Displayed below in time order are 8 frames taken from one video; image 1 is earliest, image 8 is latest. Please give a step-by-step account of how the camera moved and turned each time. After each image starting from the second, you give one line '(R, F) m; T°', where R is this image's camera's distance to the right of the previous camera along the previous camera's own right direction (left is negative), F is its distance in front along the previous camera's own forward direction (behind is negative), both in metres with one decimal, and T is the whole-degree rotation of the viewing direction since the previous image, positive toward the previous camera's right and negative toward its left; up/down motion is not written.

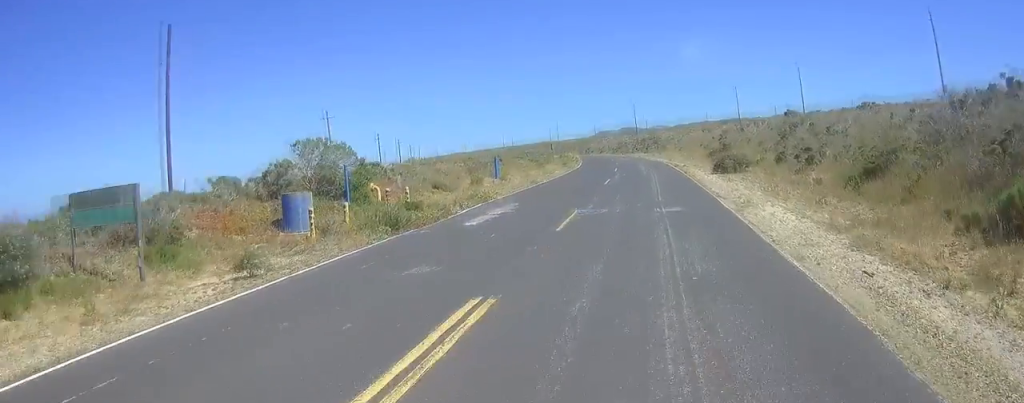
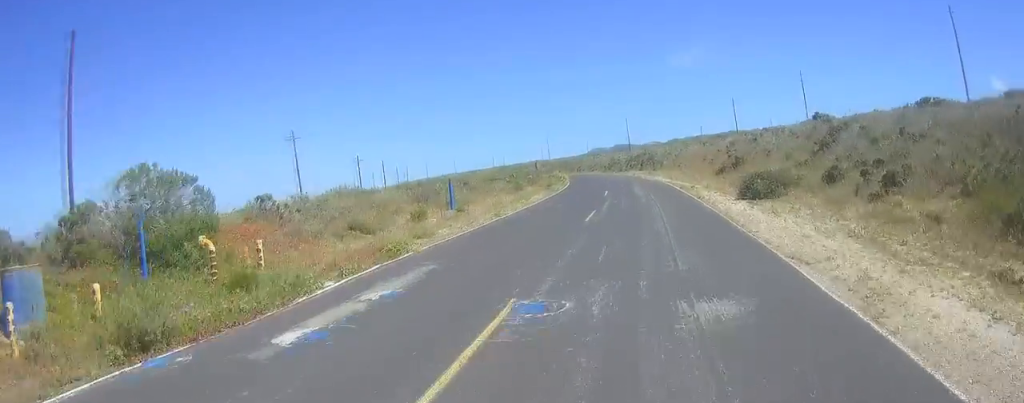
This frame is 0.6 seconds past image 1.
(-0.1, +8.8) m; -1°
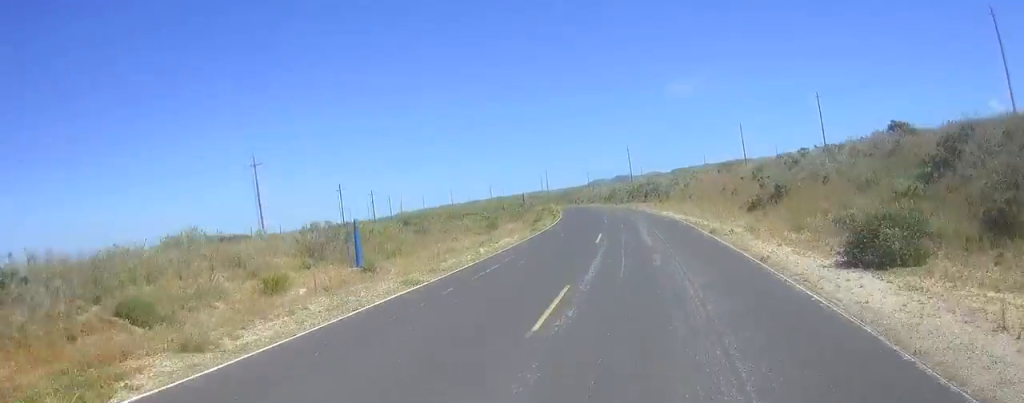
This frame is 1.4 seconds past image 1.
(-0.3, +11.1) m; +1°
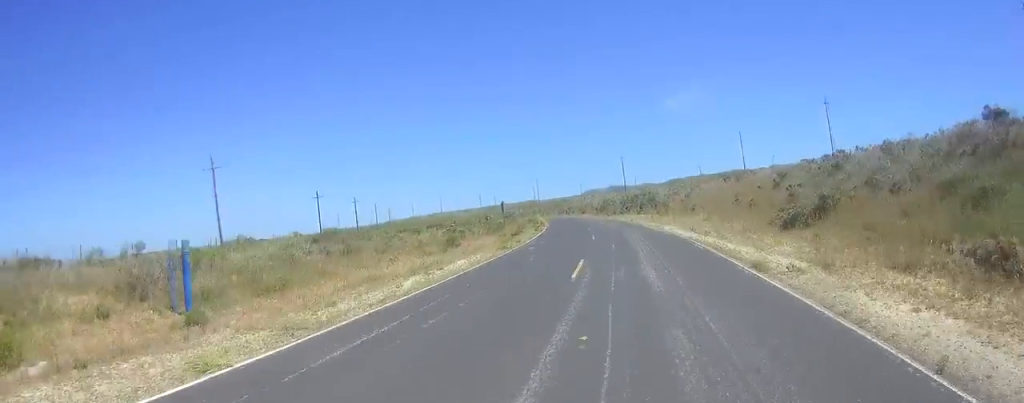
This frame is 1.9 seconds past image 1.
(+0.3, +8.2) m; 0°
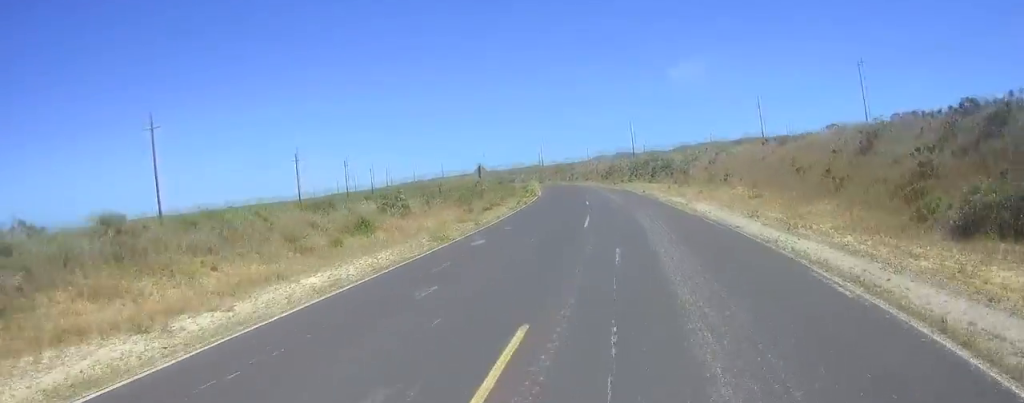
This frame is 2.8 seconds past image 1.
(+0.1, +13.2) m; 0°
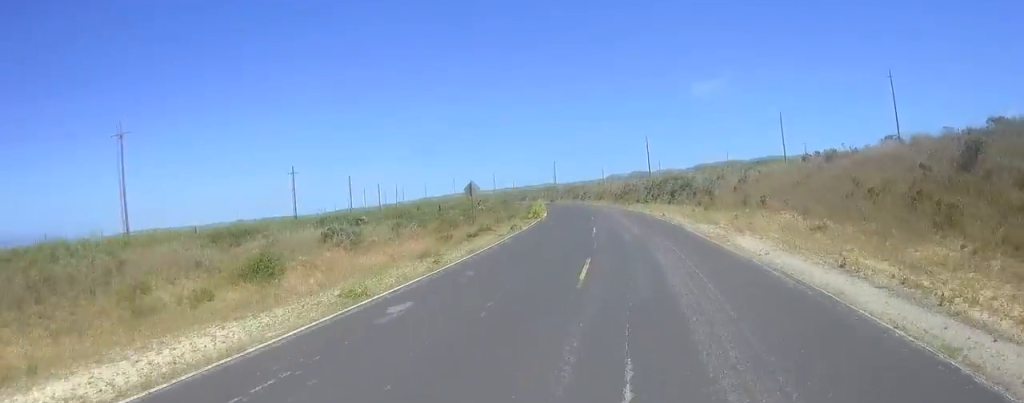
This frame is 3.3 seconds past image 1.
(-0.1, +7.4) m; -1°
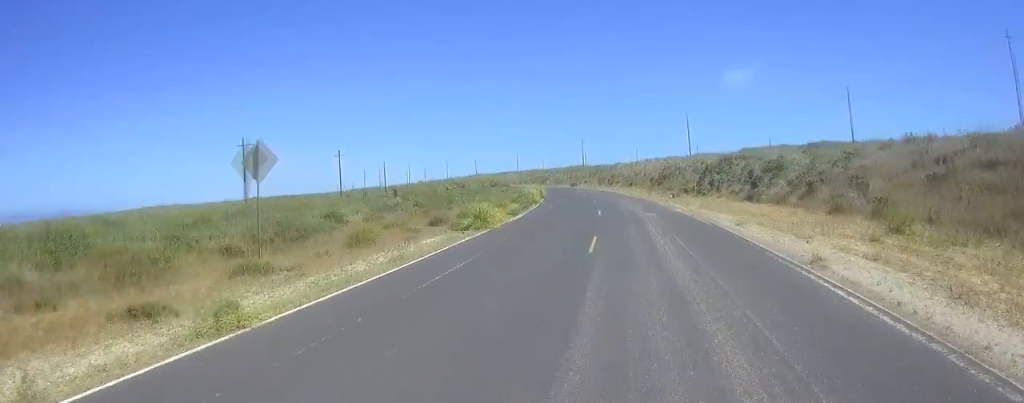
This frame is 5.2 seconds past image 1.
(0.0, +27.9) m; -1°
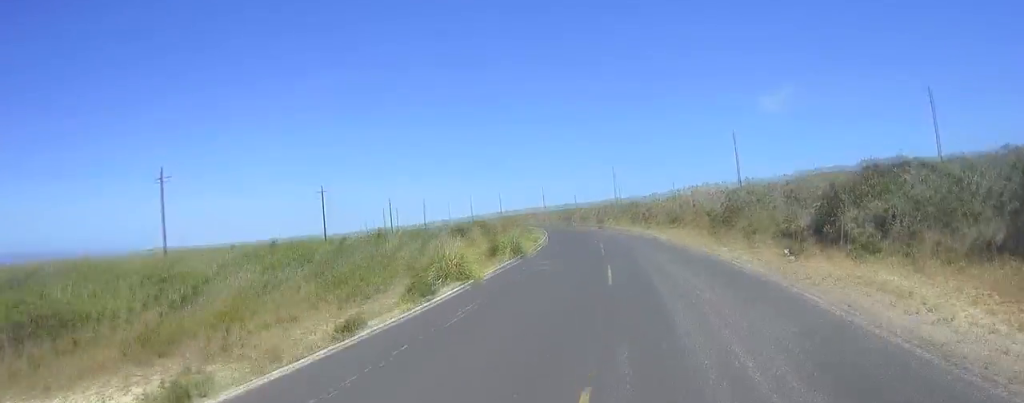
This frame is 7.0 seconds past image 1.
(-0.8, +26.9) m; -2°
